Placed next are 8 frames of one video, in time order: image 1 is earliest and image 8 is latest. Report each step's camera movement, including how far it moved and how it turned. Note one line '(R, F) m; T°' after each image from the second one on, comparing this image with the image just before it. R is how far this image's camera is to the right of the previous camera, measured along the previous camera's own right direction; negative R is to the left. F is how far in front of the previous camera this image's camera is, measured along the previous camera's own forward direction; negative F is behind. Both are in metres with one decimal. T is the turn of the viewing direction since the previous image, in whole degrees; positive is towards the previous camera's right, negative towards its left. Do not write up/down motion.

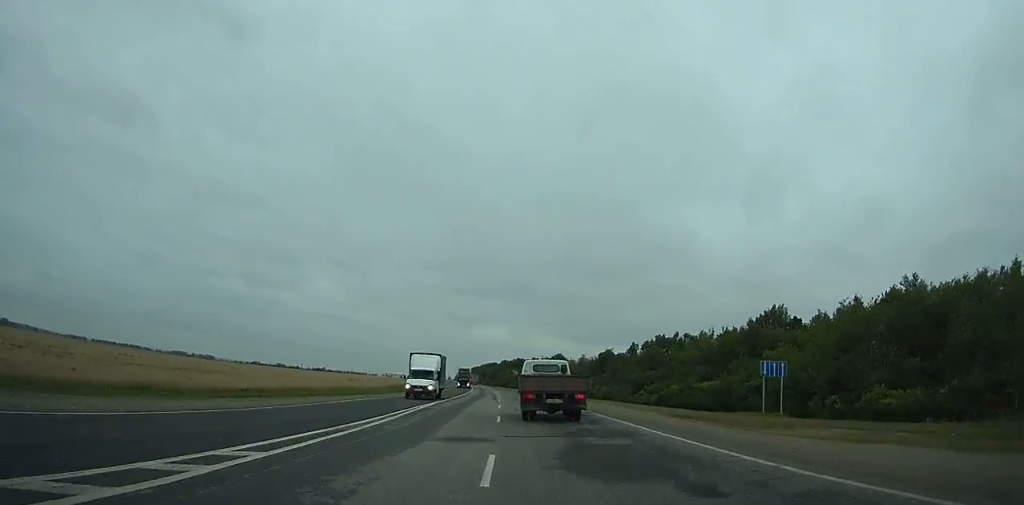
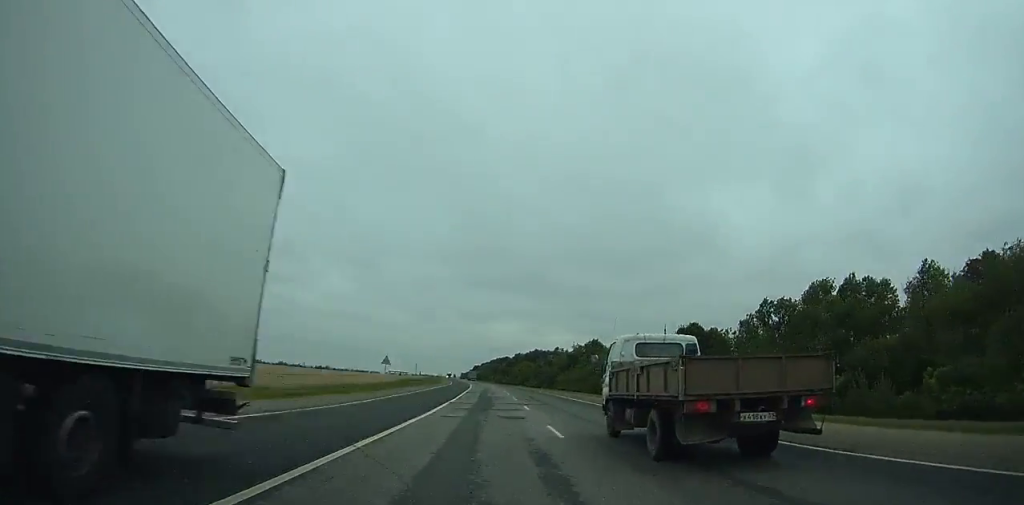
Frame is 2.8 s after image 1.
(-1.9, +64.9) m; -2°
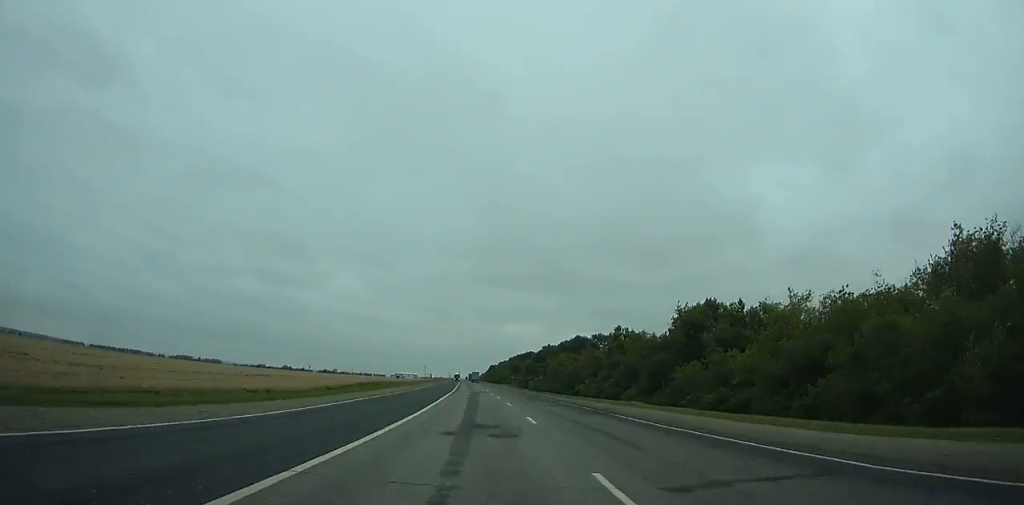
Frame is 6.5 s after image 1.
(-1.5, +90.8) m; -2°
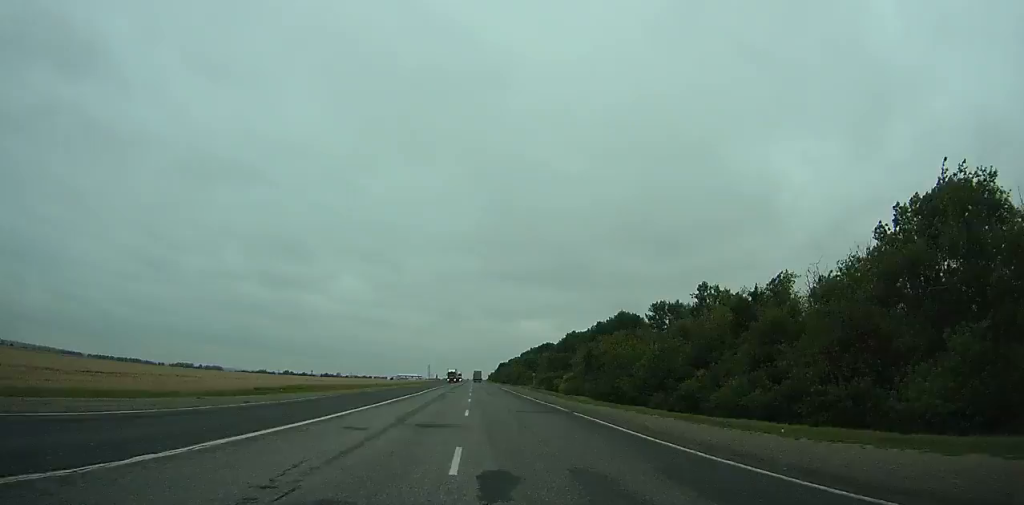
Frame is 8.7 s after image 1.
(-0.3, +55.6) m; -1°
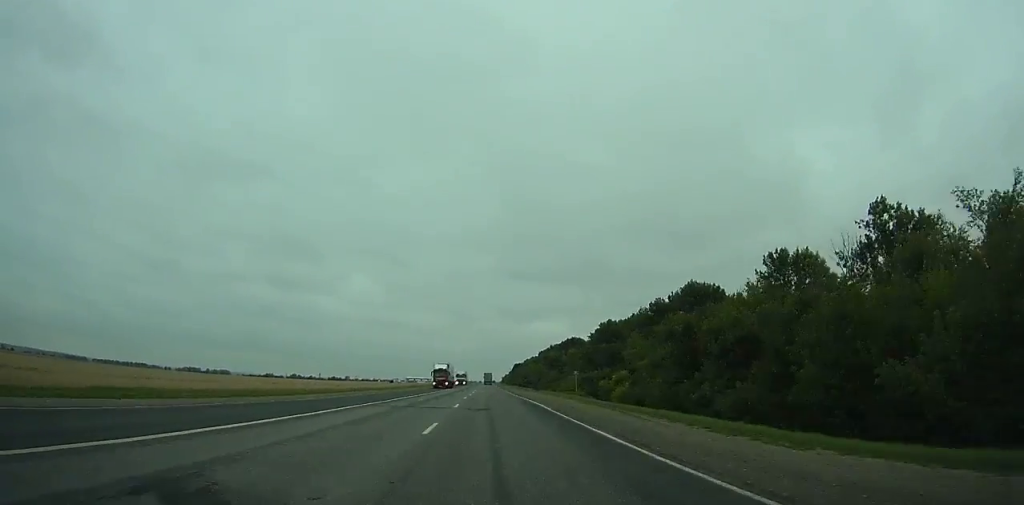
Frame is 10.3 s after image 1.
(-0.5, +41.1) m; -1°
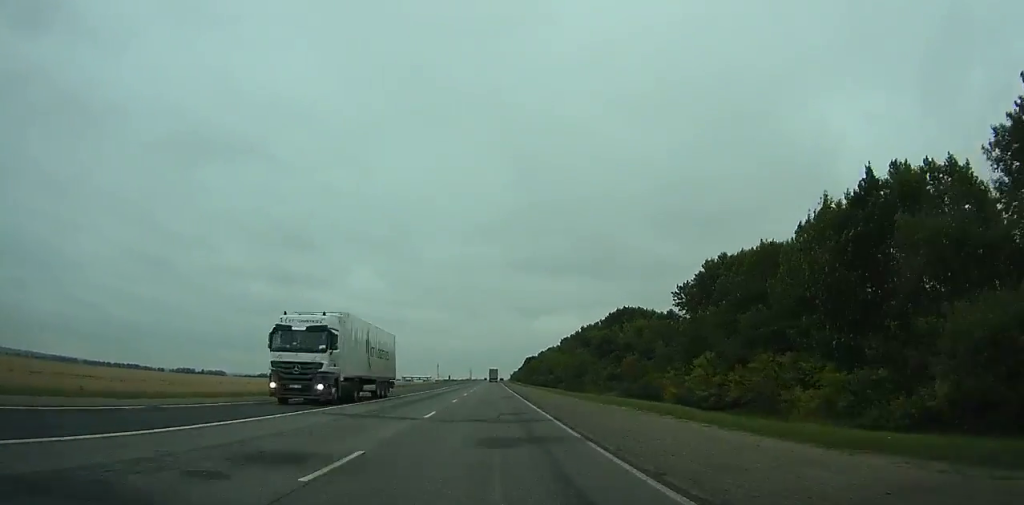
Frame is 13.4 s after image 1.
(-0.9, +79.4) m; -1°
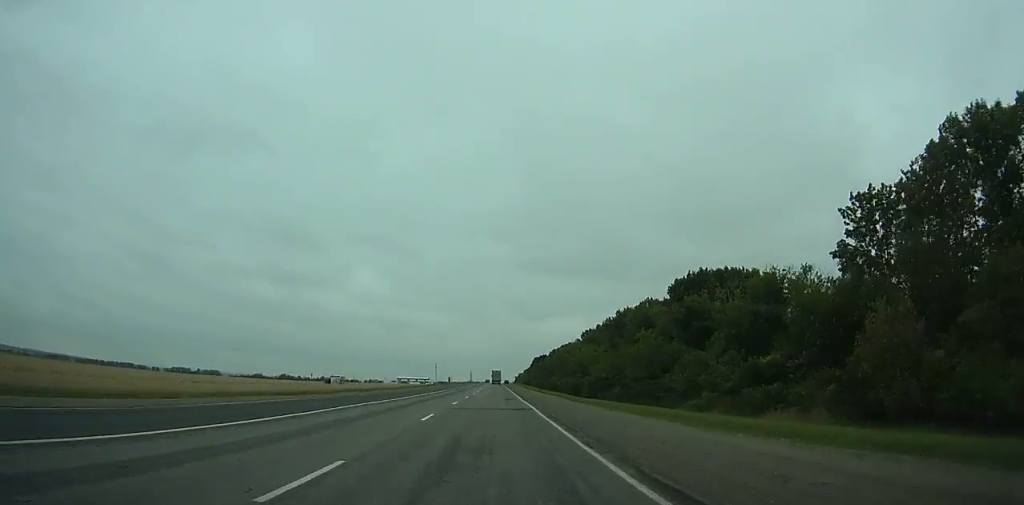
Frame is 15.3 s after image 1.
(-0.3, +48.3) m; 0°
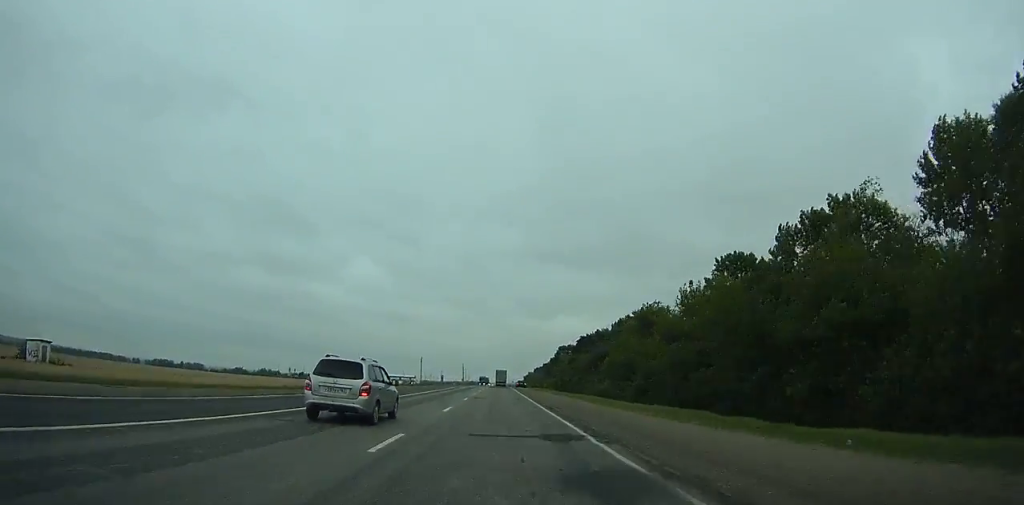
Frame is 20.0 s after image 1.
(-0.8, +117.4) m; 0°
